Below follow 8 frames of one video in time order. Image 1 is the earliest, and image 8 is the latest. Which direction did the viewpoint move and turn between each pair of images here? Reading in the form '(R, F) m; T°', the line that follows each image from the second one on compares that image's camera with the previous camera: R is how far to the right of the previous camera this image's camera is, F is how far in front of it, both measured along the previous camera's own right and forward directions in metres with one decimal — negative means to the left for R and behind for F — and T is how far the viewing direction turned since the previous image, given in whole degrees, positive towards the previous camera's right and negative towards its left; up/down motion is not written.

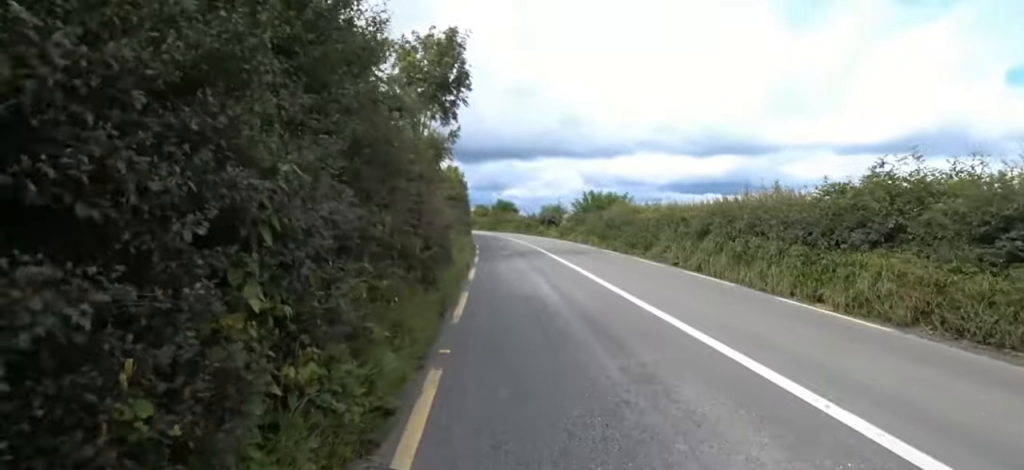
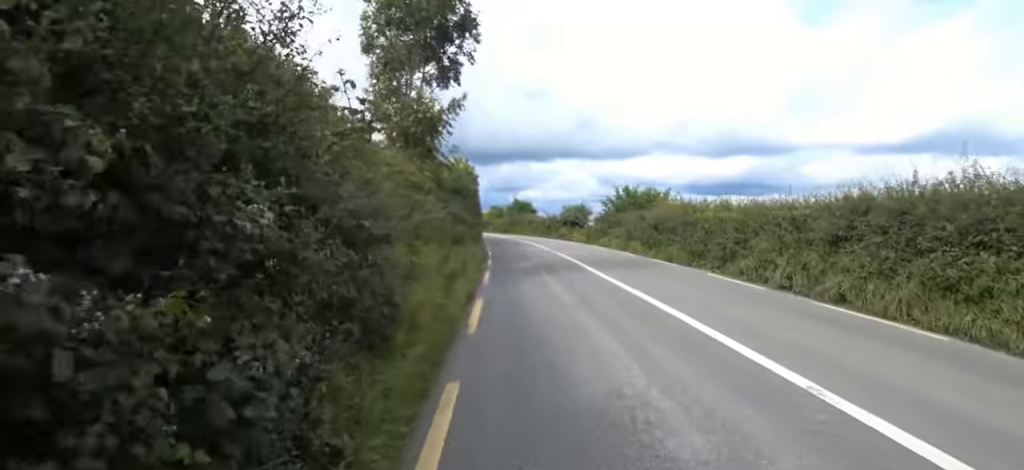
(-0.2, +4.6) m; 0°
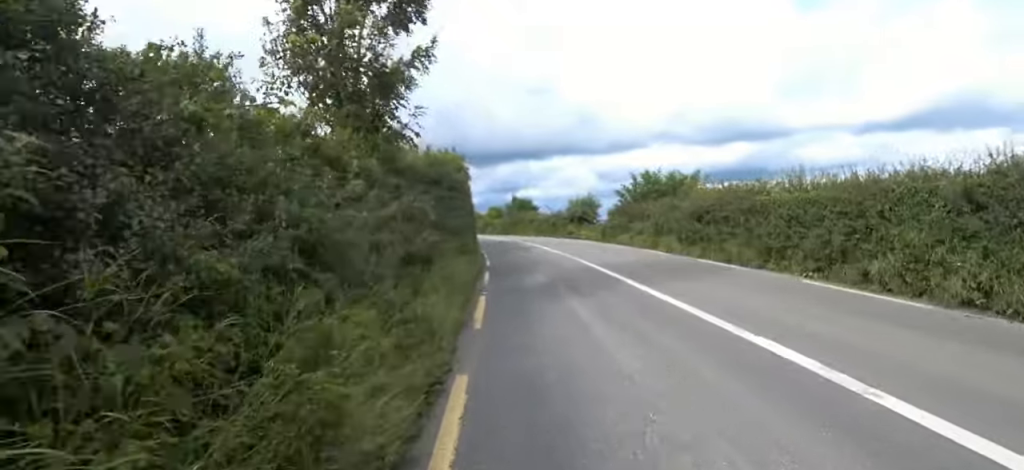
(0.0, +3.8) m; +5°
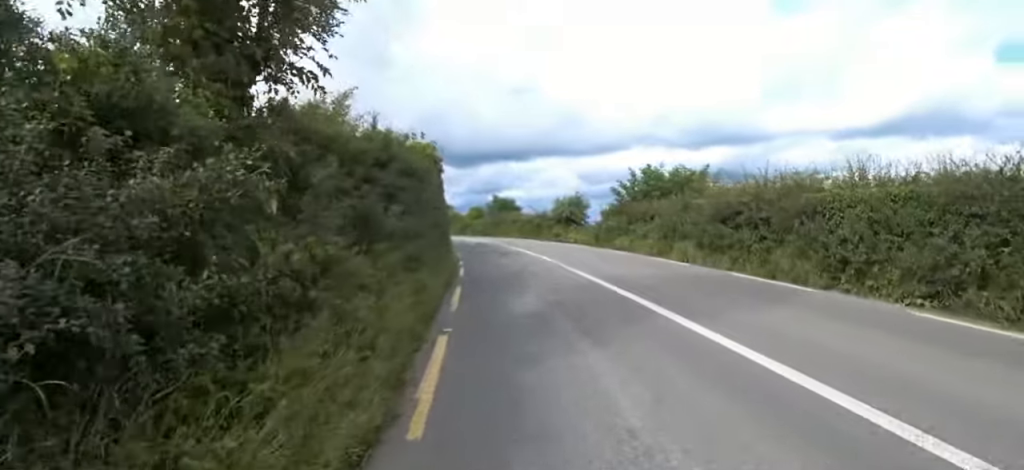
(+0.2, +2.9) m; +3°
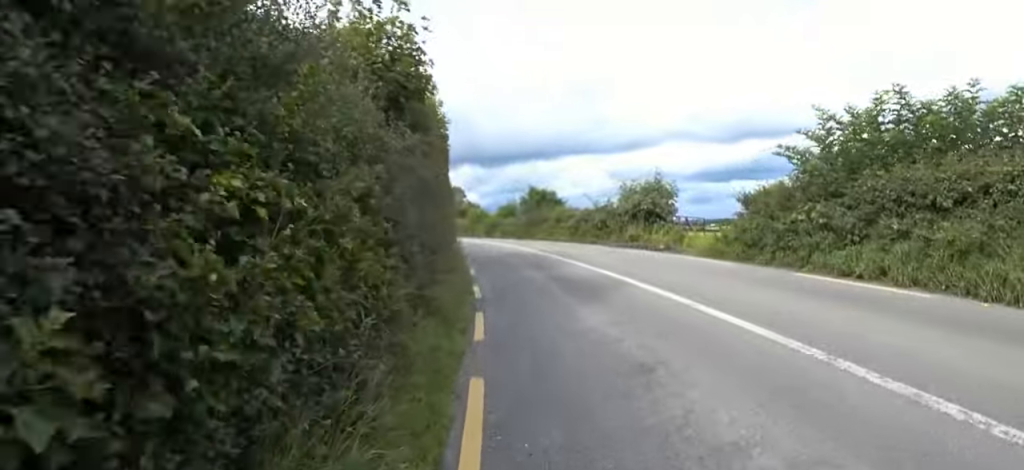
(-1.0, +9.7) m; -18°
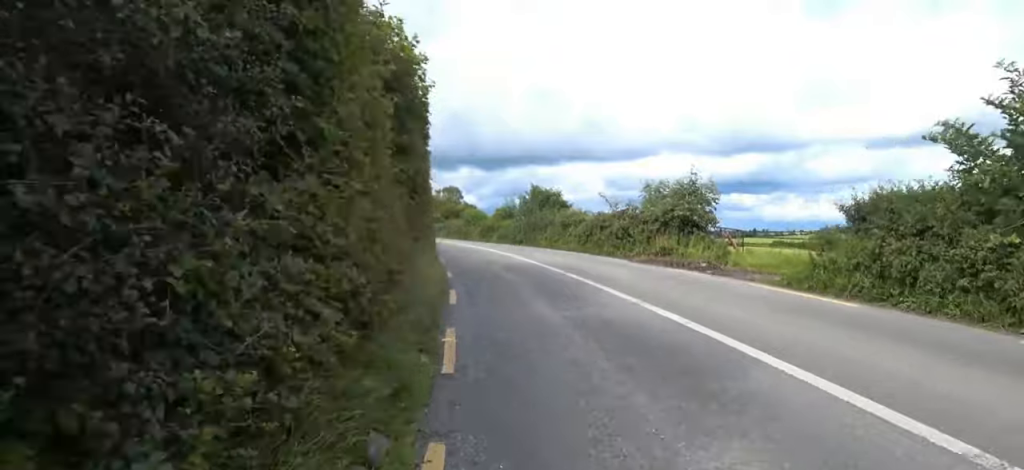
(-0.3, +3.5) m; -1°
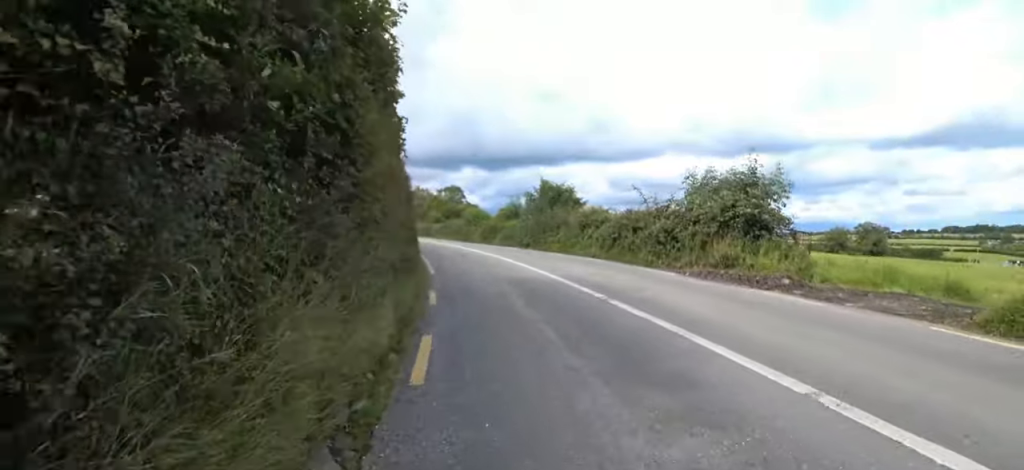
(0.0, +3.3) m; +3°
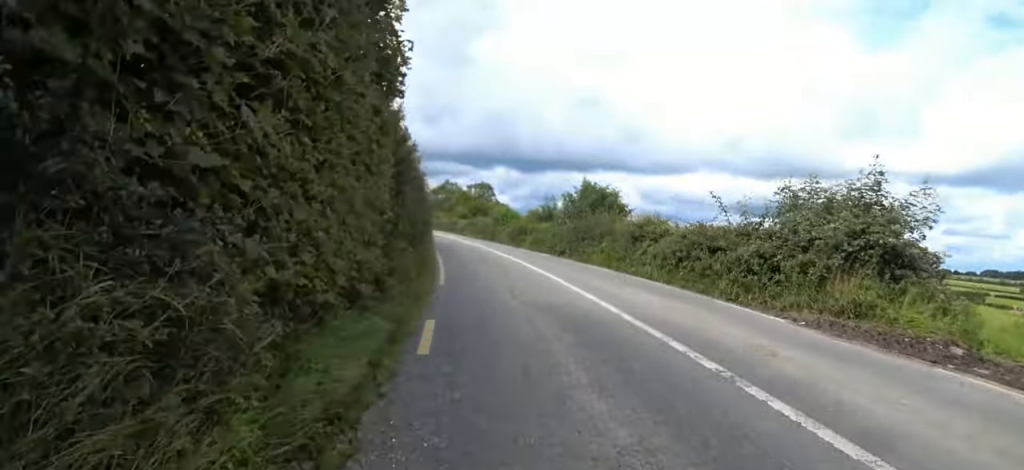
(+0.3, +2.9) m; +5°
